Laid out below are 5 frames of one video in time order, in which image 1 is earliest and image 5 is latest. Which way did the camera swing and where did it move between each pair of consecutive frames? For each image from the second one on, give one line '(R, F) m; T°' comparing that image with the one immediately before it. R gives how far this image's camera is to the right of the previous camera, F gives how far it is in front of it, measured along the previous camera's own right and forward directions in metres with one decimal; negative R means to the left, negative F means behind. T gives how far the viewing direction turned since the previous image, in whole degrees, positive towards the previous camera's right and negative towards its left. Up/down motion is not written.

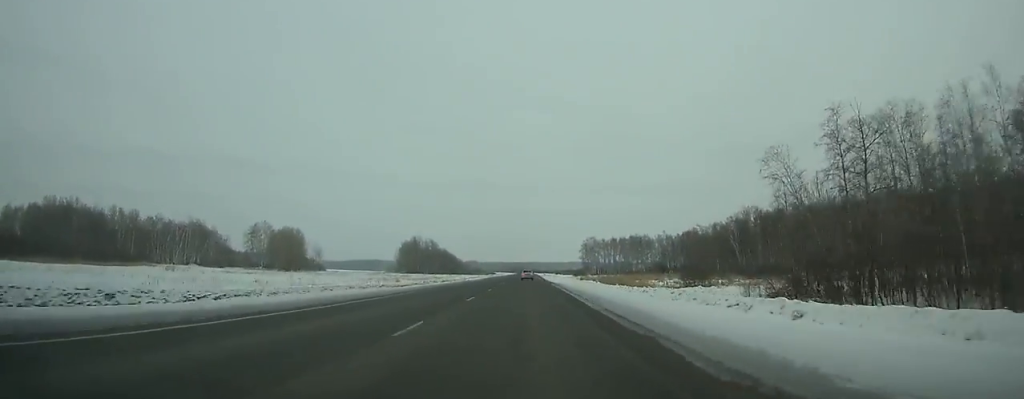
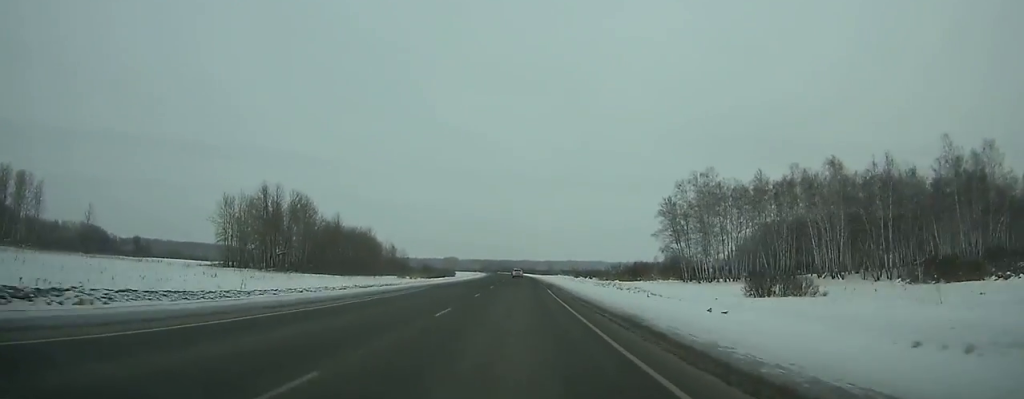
(+1.8, +212.4) m; +1°
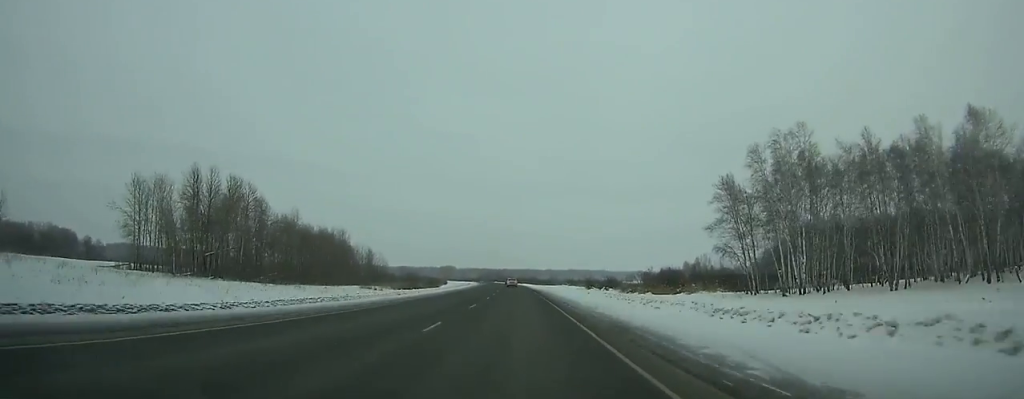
(+0.2, +38.8) m; 0°
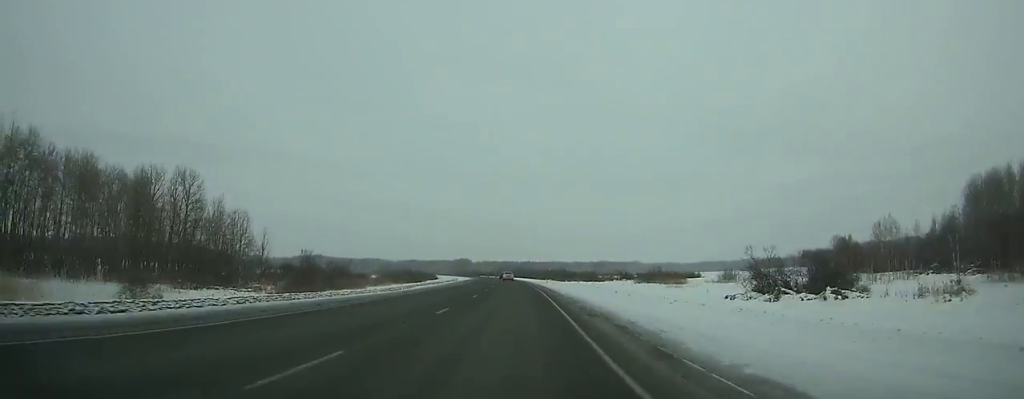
(-2.6, +117.6) m; -3°
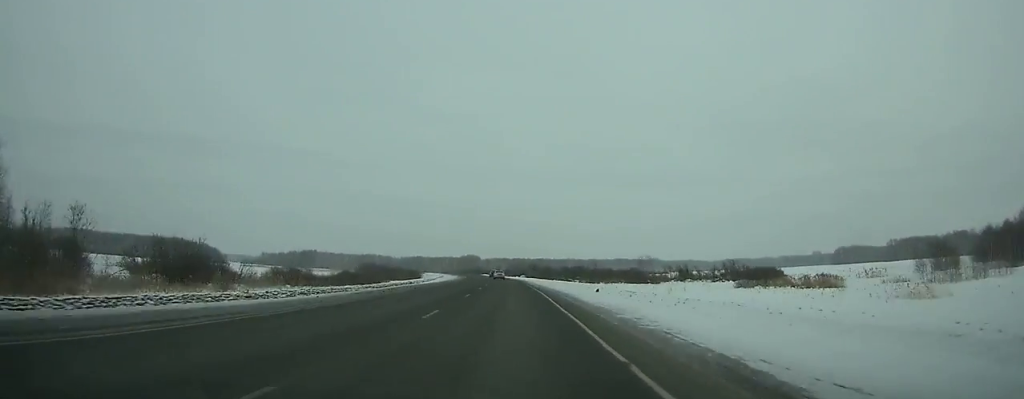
(-0.9, +63.3) m; -2°
